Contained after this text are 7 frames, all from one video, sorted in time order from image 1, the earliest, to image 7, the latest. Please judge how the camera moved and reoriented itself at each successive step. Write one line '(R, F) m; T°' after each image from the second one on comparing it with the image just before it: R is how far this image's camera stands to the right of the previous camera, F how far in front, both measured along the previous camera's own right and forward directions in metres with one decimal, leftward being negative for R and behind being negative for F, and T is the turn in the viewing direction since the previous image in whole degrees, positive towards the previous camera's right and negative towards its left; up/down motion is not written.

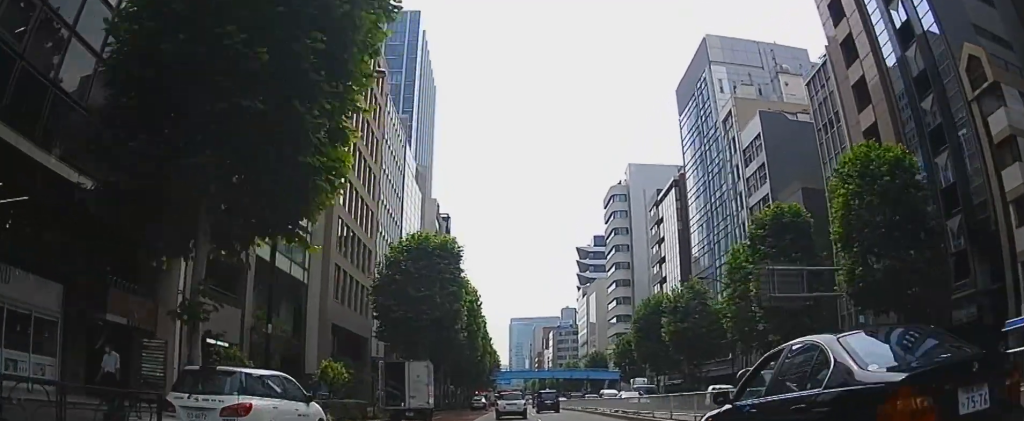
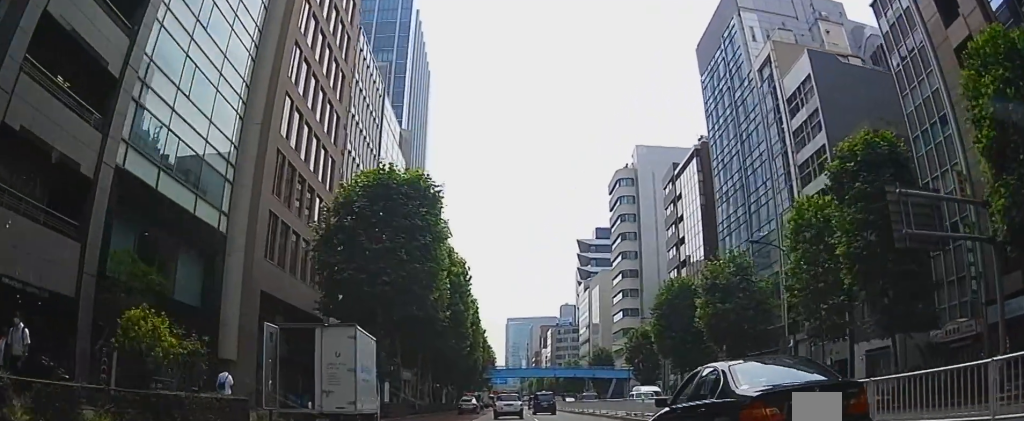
(+0.1, +12.4) m; -1°
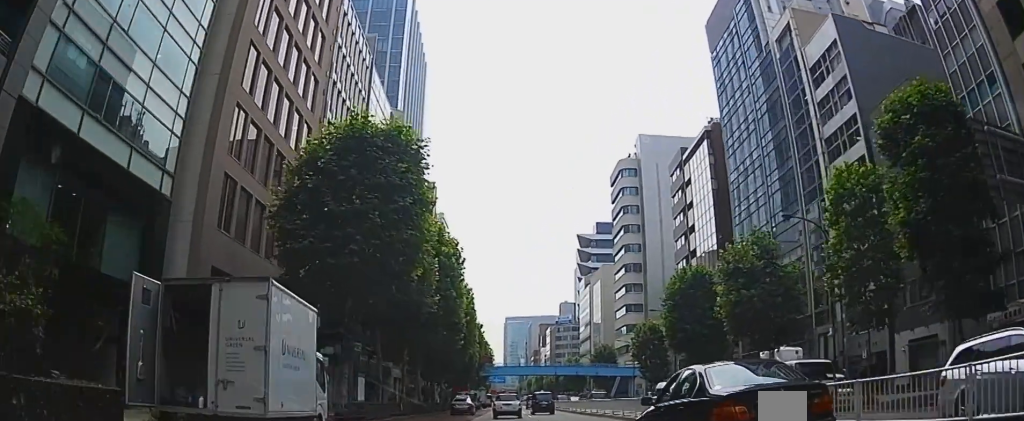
(0.0, +5.4) m; 0°
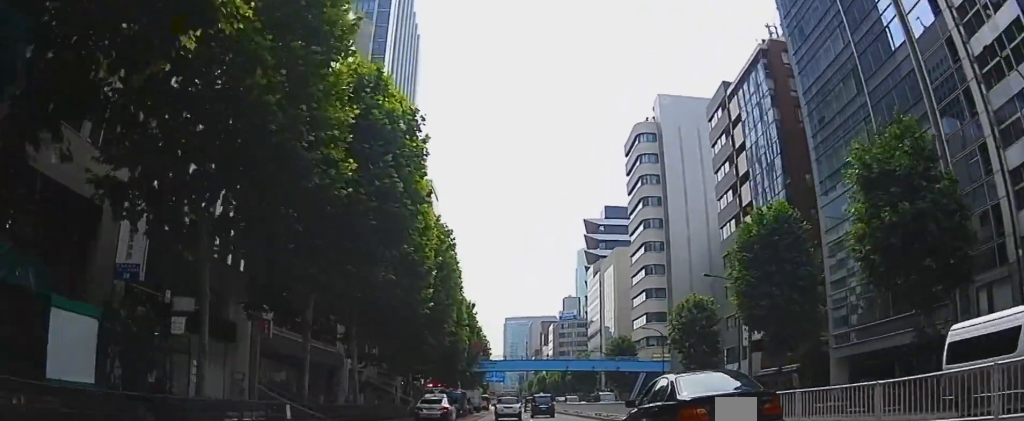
(-0.1, +19.0) m; 0°
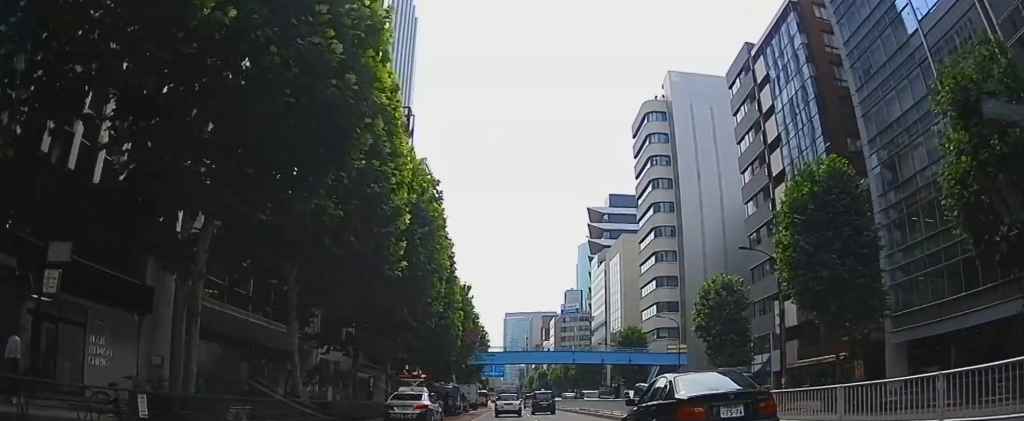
(+0.1, +7.8) m; 0°
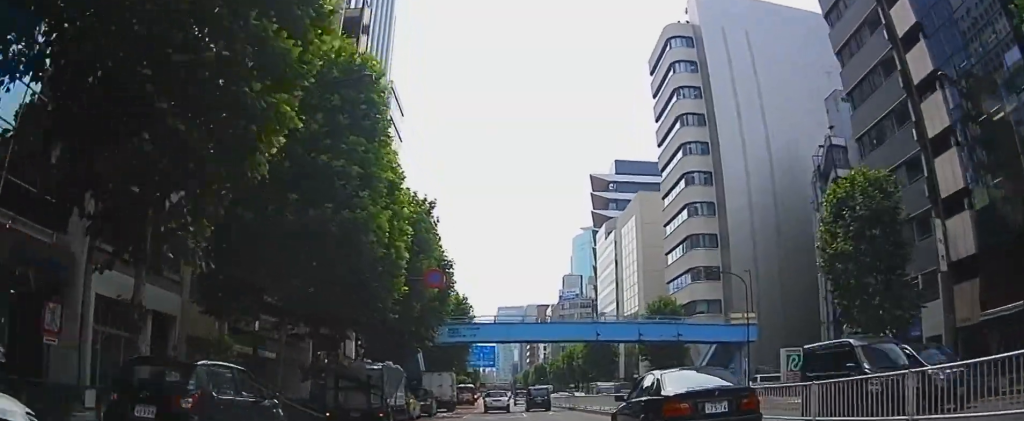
(-0.3, +26.2) m; -1°
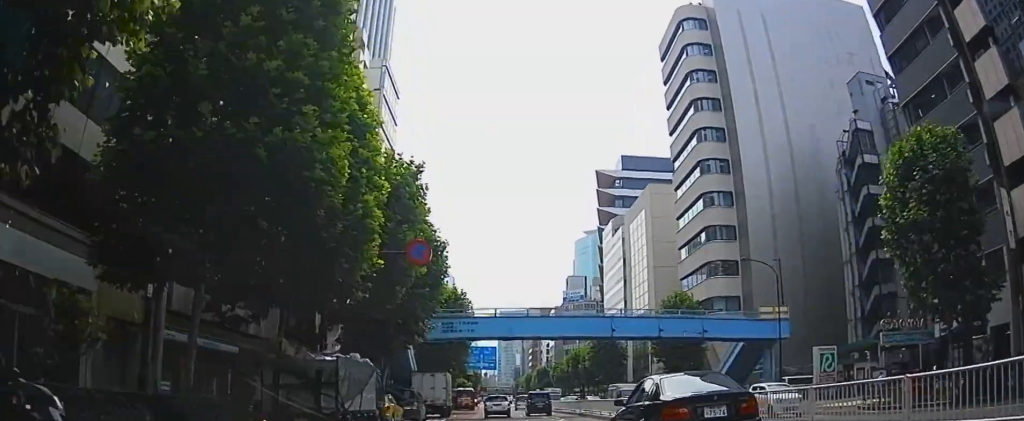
(0.0, +7.4) m; 0°
